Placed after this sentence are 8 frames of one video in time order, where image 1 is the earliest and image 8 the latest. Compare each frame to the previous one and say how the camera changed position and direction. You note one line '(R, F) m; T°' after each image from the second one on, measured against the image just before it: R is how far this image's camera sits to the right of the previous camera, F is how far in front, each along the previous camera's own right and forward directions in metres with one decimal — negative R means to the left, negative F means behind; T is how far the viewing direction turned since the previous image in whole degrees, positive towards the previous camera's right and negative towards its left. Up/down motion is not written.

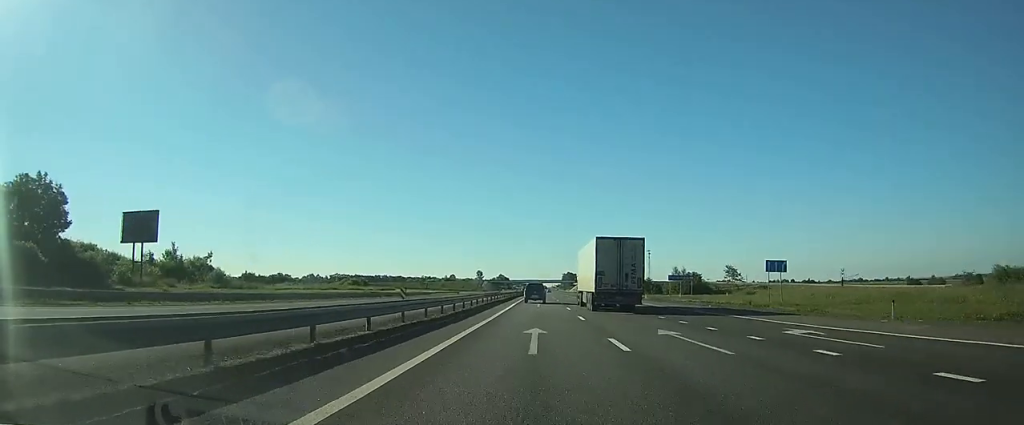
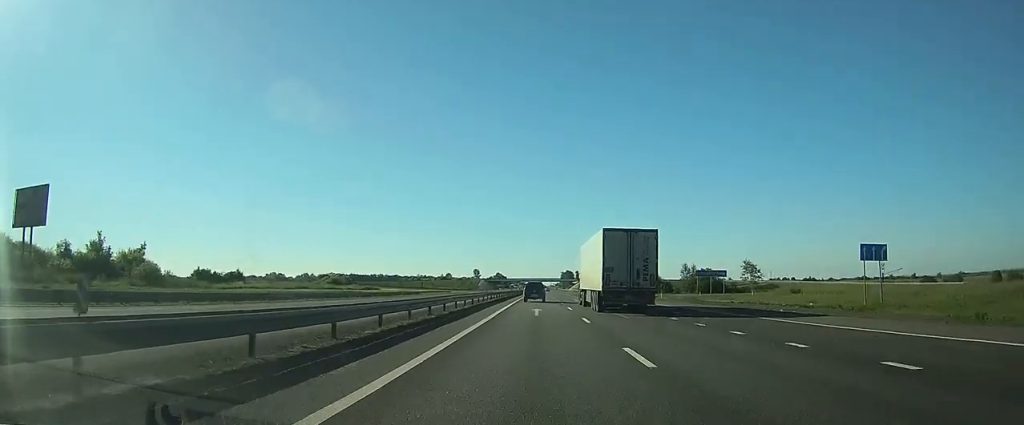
(0.0, +14.5) m; 0°
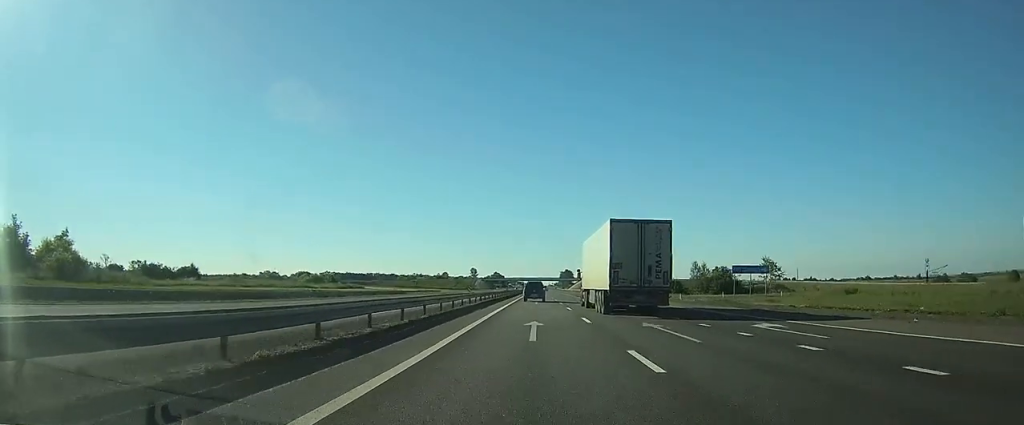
(0.0, +12.7) m; 0°
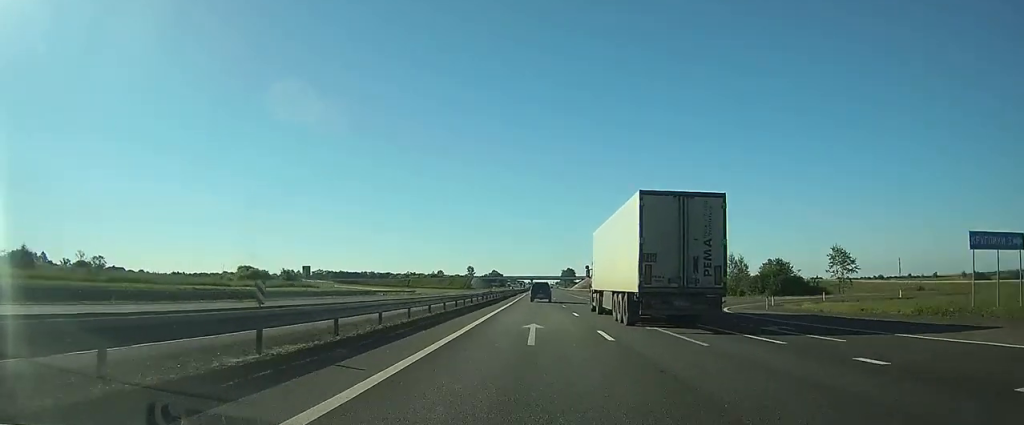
(0.0, +30.5) m; 0°
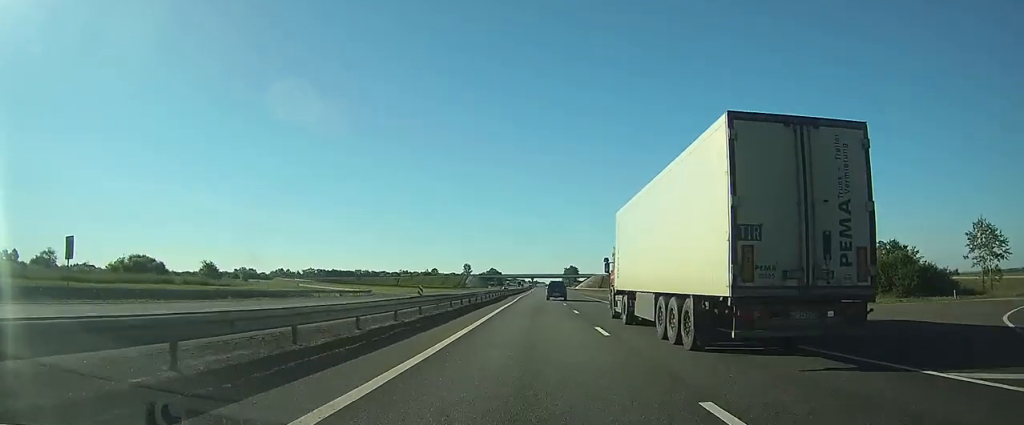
(+0.2, +34.6) m; 0°
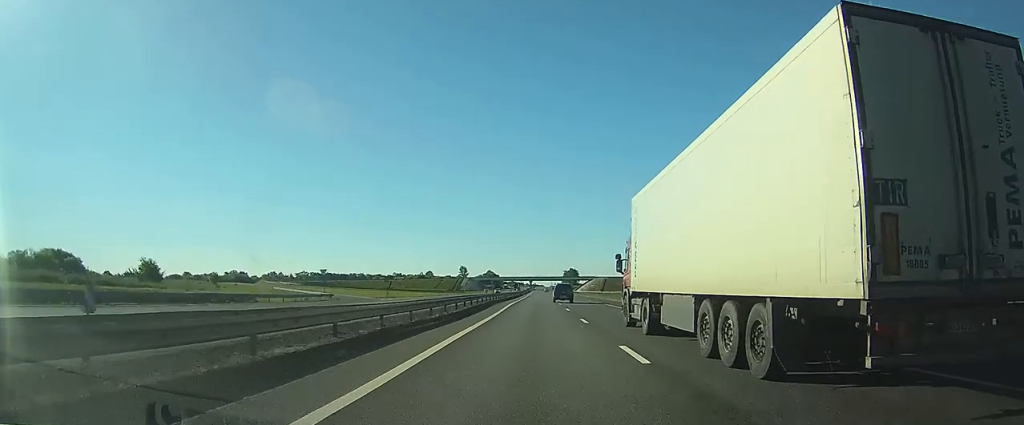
(0.0, +17.7) m; 0°
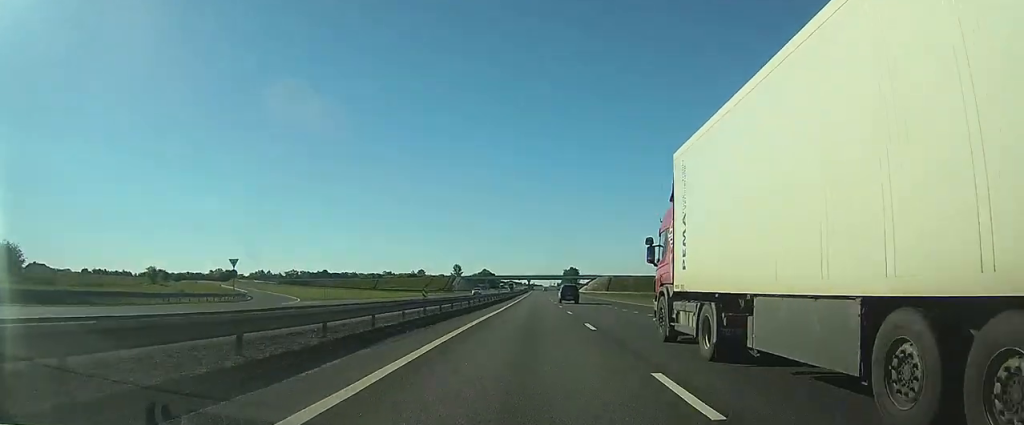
(0.0, +28.1) m; 0°
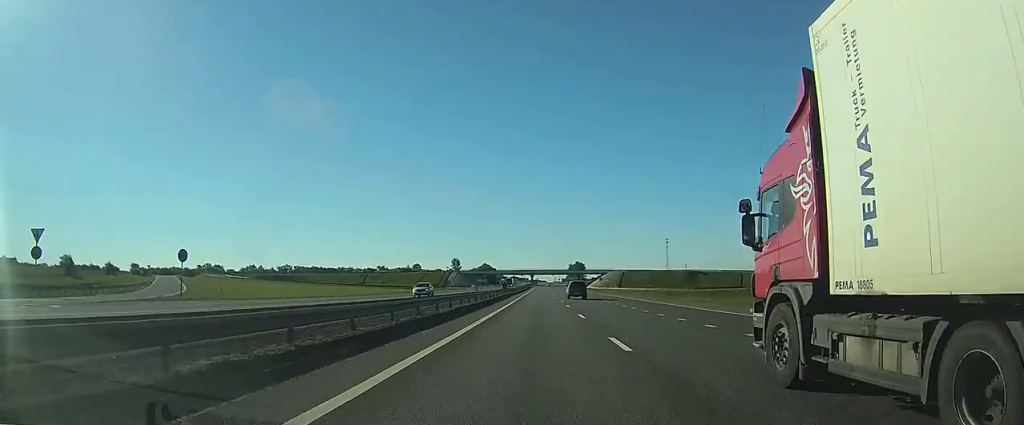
(+0.1, +29.9) m; 0°
